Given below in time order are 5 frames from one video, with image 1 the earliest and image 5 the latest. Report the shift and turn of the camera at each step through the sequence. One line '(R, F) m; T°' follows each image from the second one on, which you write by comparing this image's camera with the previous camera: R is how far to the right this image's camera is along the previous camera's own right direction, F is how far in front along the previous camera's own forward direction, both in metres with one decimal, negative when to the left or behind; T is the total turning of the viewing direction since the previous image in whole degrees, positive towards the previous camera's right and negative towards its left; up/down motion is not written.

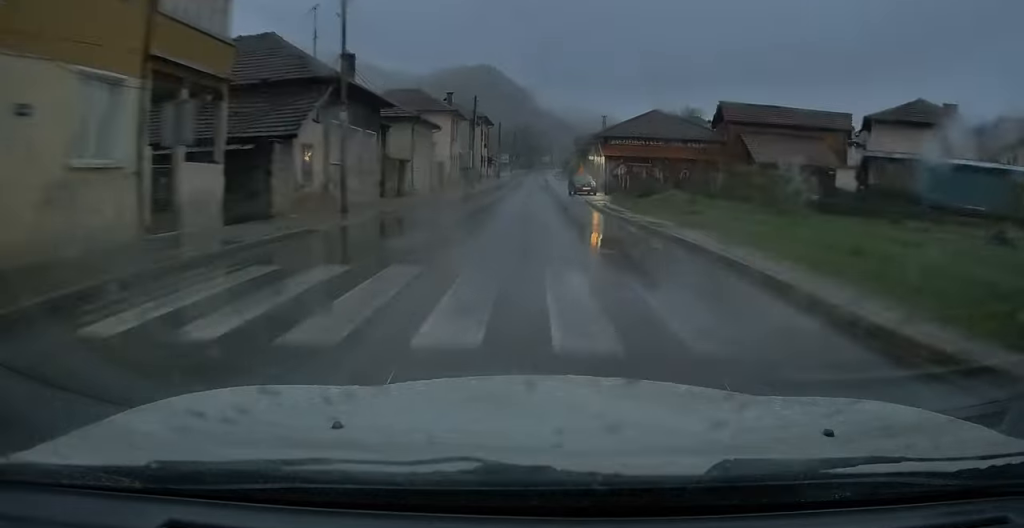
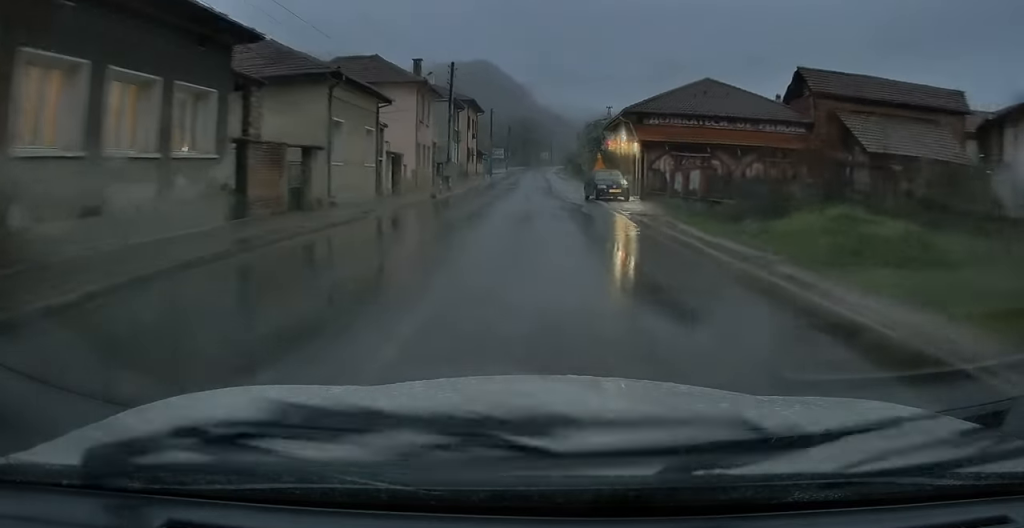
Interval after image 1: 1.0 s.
(-0.2, +15.5) m; 0°
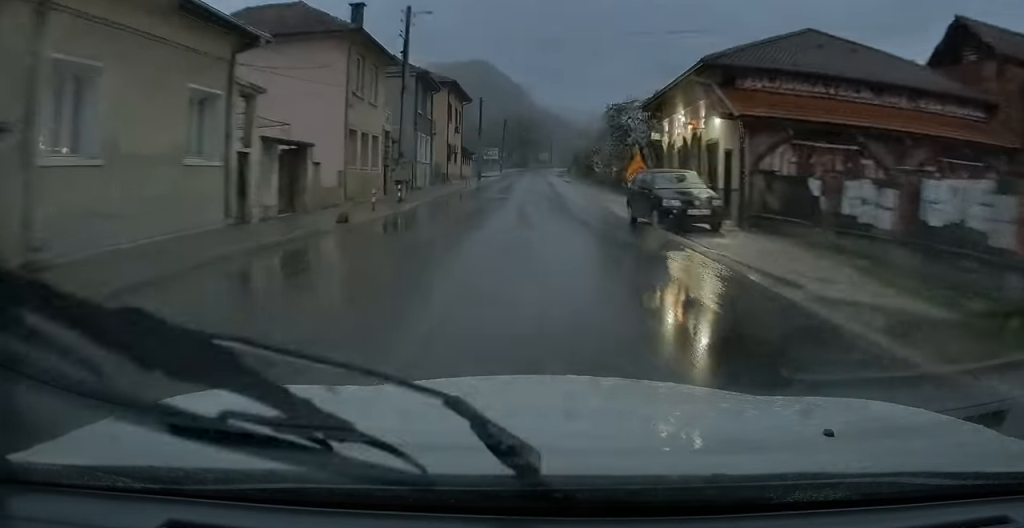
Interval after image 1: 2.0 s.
(+0.1, +14.6) m; 0°
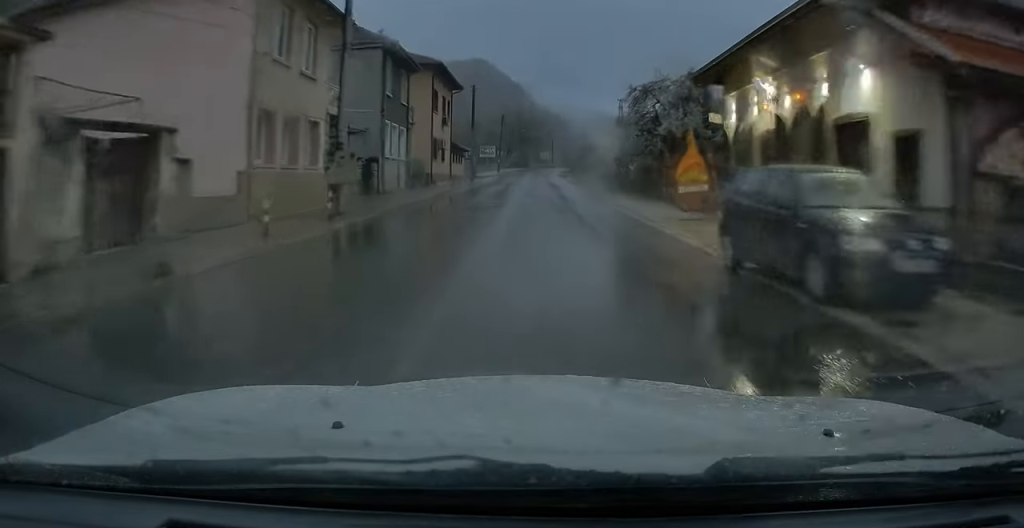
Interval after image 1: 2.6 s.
(0.0, +8.7) m; 0°
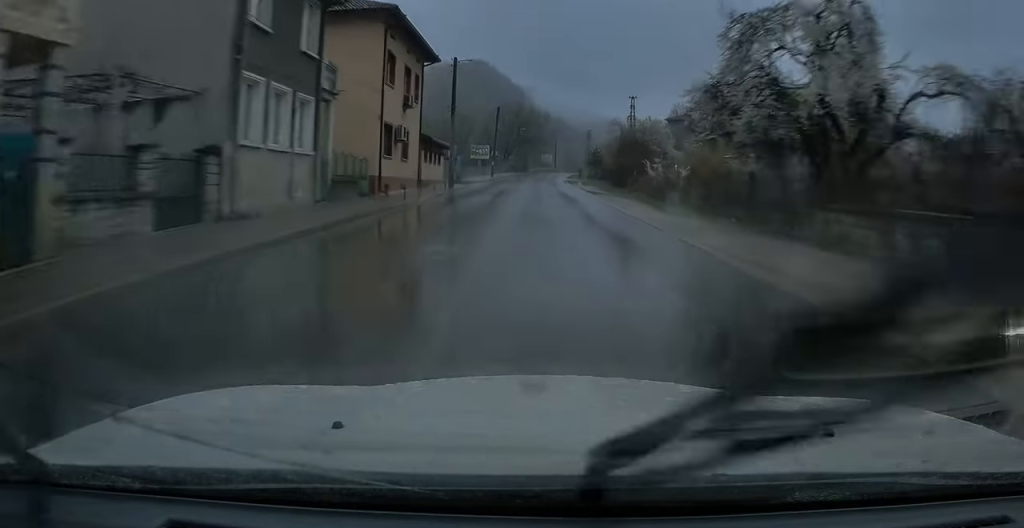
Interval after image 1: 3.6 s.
(-0.1, +15.4) m; 0°
